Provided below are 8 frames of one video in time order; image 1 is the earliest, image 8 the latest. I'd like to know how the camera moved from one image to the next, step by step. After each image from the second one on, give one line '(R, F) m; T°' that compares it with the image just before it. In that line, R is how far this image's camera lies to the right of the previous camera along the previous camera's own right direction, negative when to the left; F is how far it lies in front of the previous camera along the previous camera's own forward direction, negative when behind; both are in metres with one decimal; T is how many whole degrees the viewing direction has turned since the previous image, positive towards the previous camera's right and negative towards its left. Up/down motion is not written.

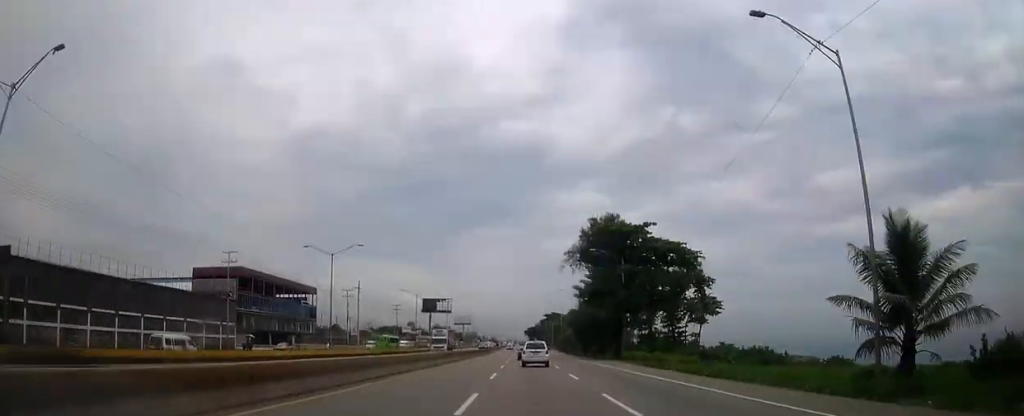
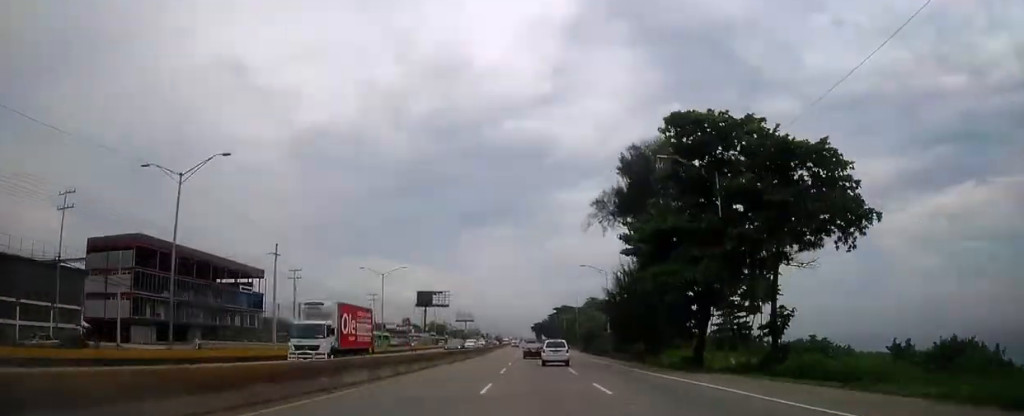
(-0.1, +33.3) m; 0°
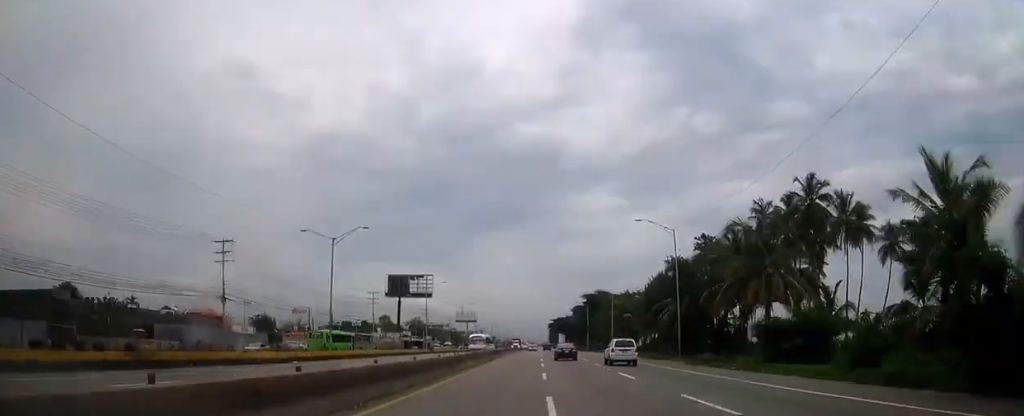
(-0.6, +81.4) m; -1°
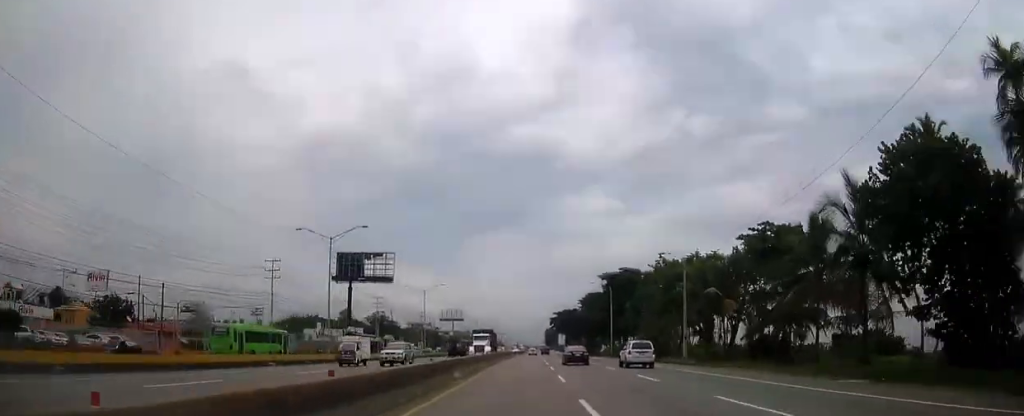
(0.0, +51.1) m; 0°
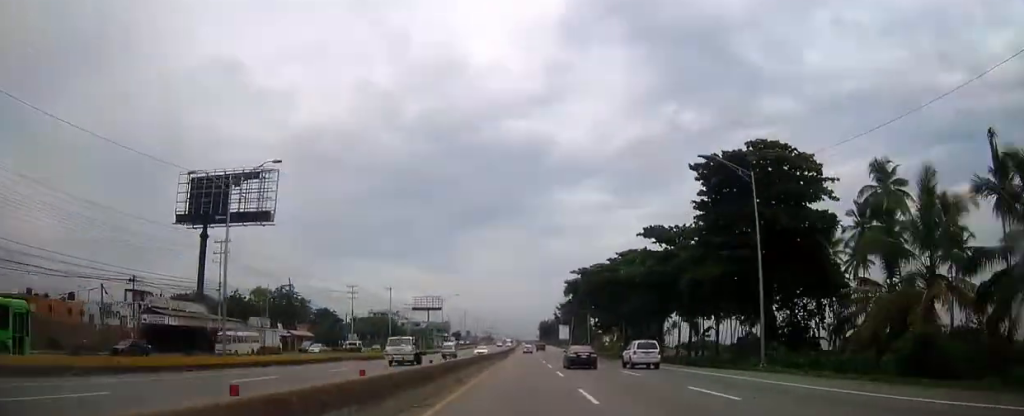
(+0.4, +68.6) m; 0°
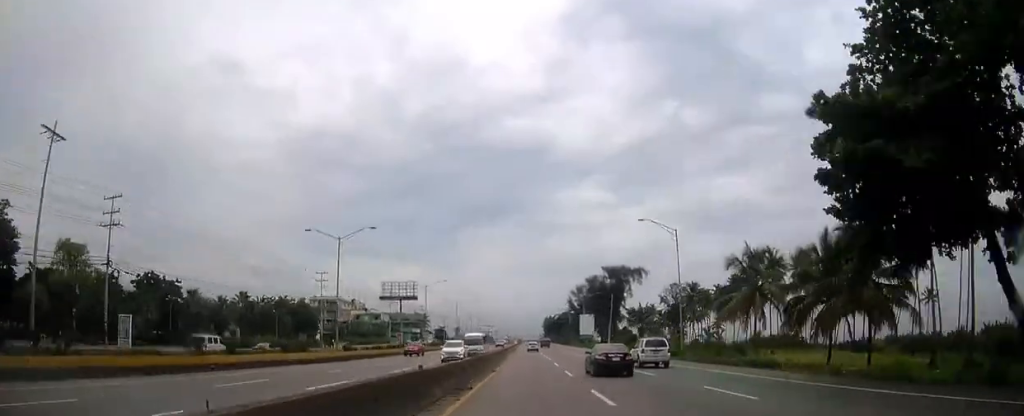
(+0.2, +75.3) m; 0°
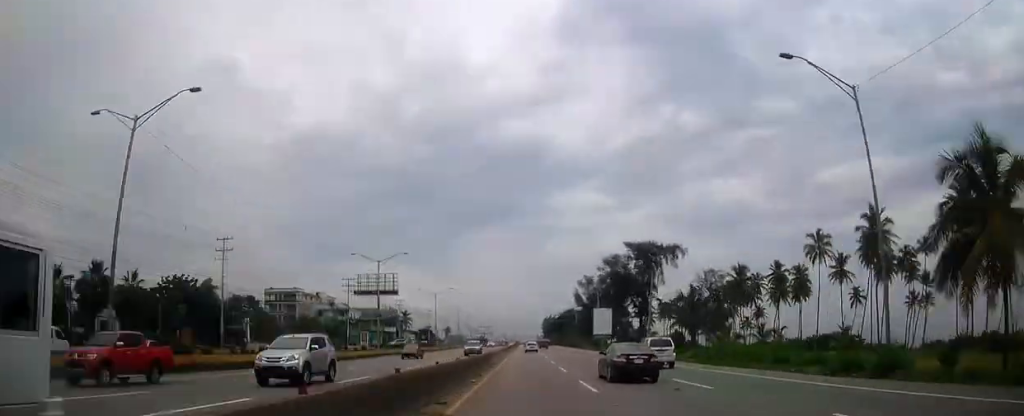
(0.0, +31.6) m; 0°
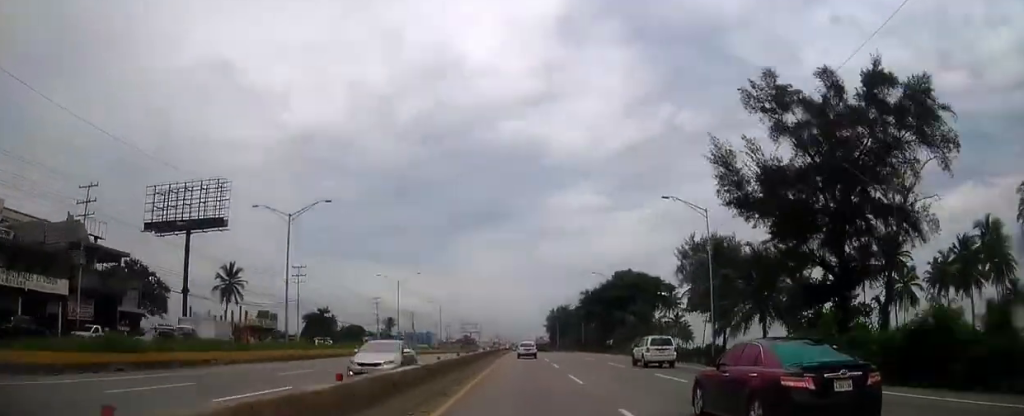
(+0.3, +121.2) m; 0°
